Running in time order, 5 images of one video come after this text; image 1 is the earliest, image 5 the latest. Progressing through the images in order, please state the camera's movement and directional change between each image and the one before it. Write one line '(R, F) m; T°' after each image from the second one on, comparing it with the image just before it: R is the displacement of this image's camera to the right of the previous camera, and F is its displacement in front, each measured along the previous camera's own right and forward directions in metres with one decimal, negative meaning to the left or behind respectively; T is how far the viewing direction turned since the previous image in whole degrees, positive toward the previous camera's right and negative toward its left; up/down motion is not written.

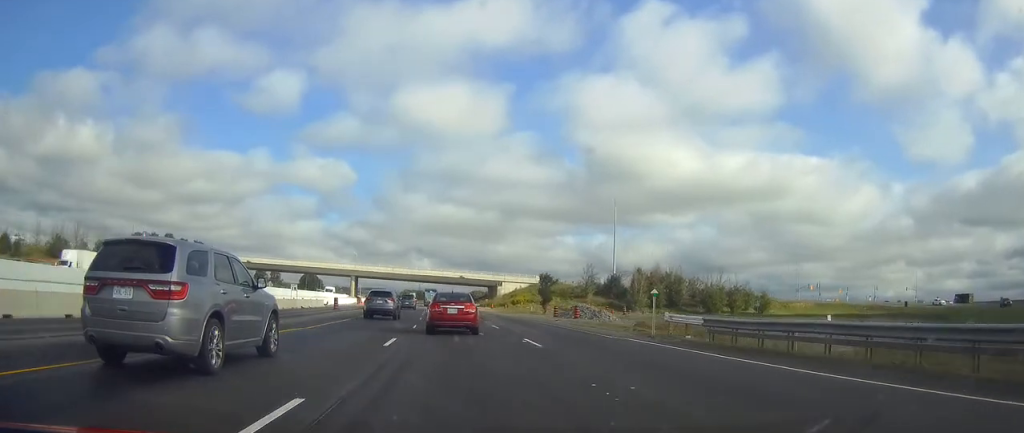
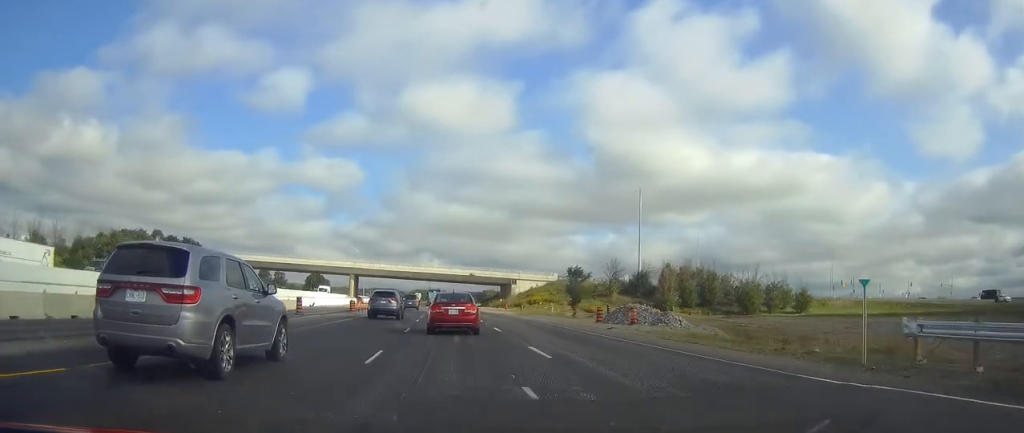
(-0.1, +15.5) m; 0°
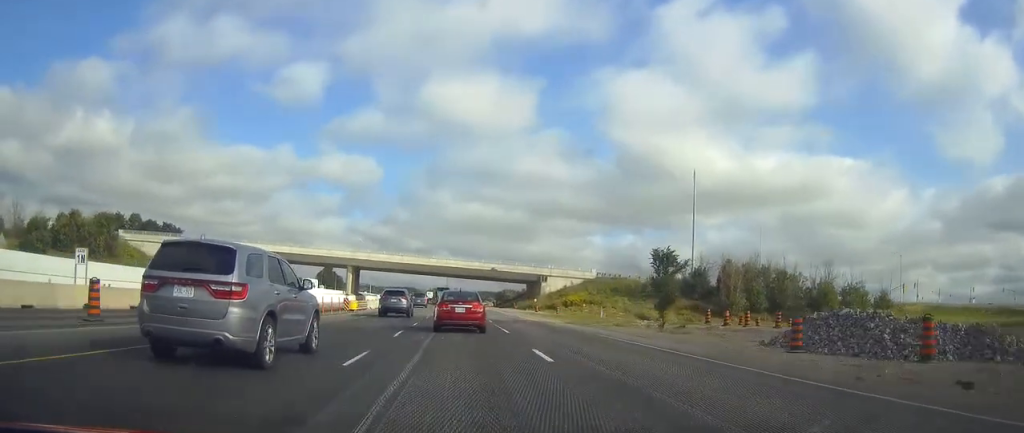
(0.0, +25.5) m; -1°
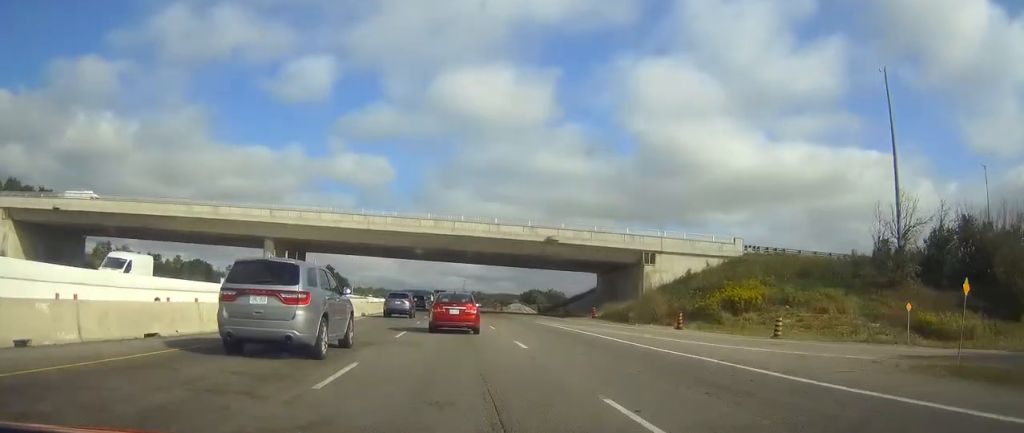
(-1.6, +63.6) m; -2°
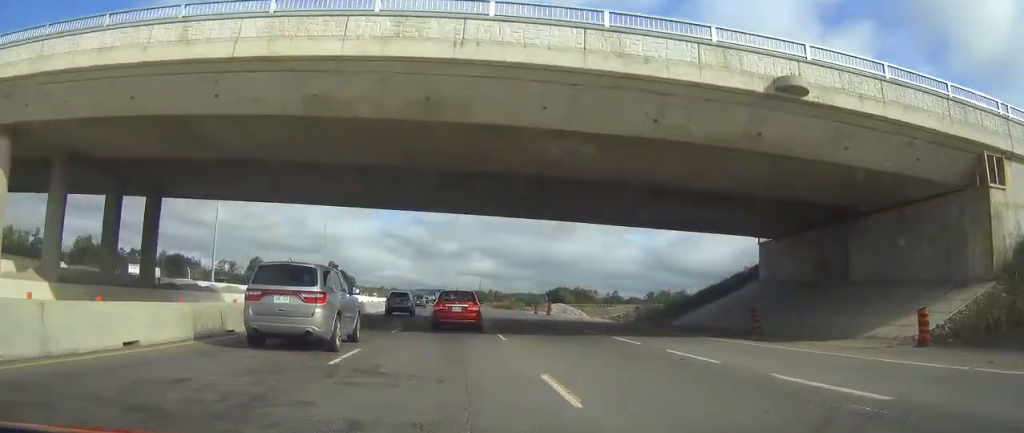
(-0.5, +44.9) m; -2°
